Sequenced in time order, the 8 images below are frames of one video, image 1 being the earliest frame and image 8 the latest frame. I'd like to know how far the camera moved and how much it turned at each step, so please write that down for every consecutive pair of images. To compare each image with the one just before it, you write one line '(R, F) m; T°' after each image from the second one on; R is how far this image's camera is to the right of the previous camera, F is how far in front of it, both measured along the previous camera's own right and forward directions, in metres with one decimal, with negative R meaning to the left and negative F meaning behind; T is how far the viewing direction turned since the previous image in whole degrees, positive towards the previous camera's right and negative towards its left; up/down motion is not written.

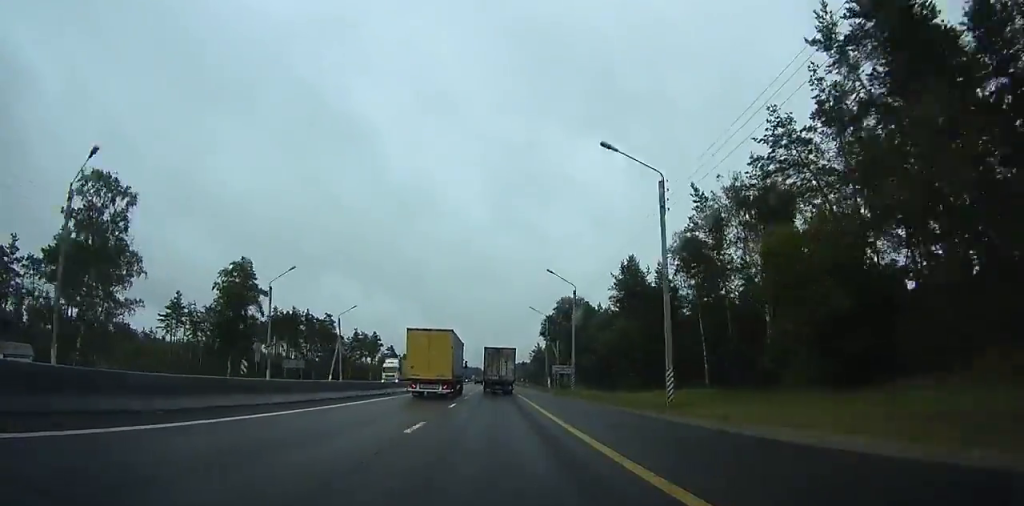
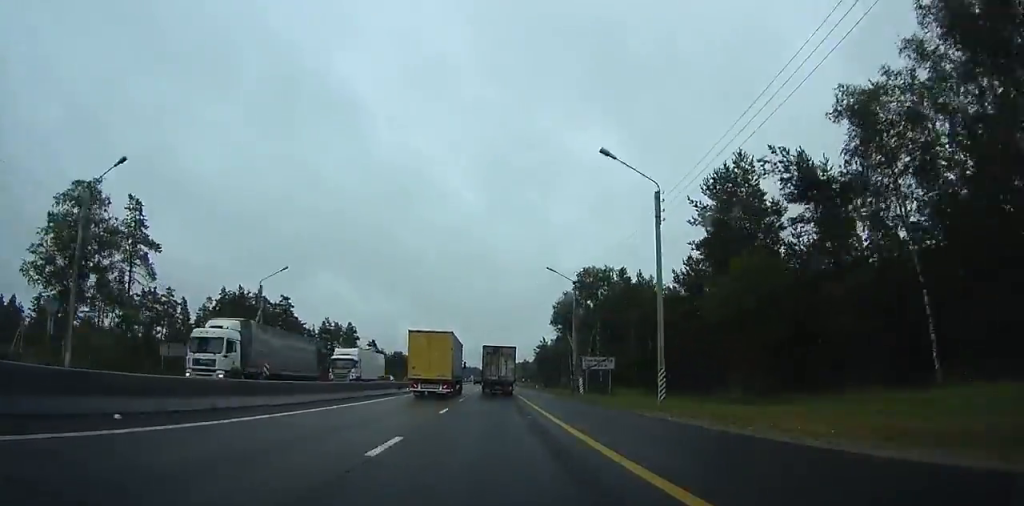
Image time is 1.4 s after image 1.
(-0.1, +27.7) m; 0°
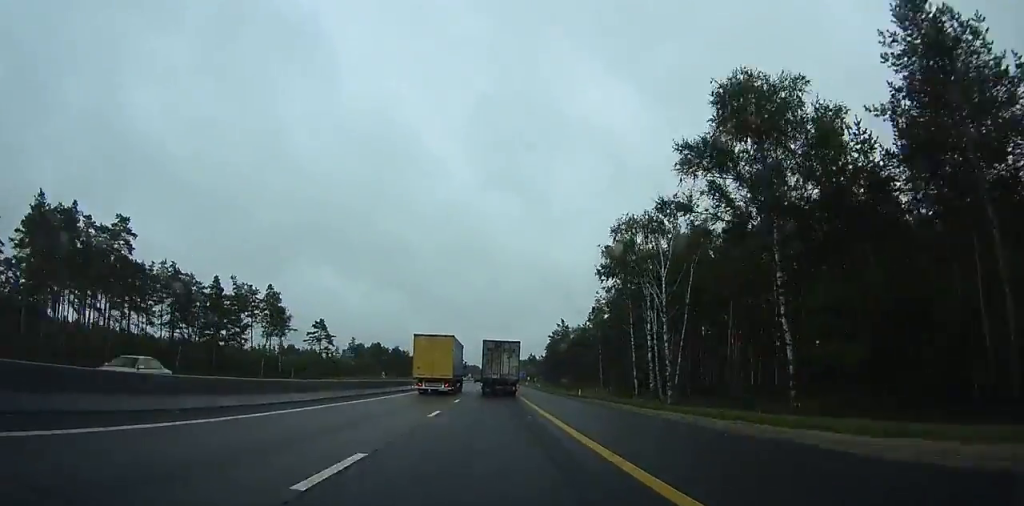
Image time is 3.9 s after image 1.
(-0.2, +51.0) m; 0°
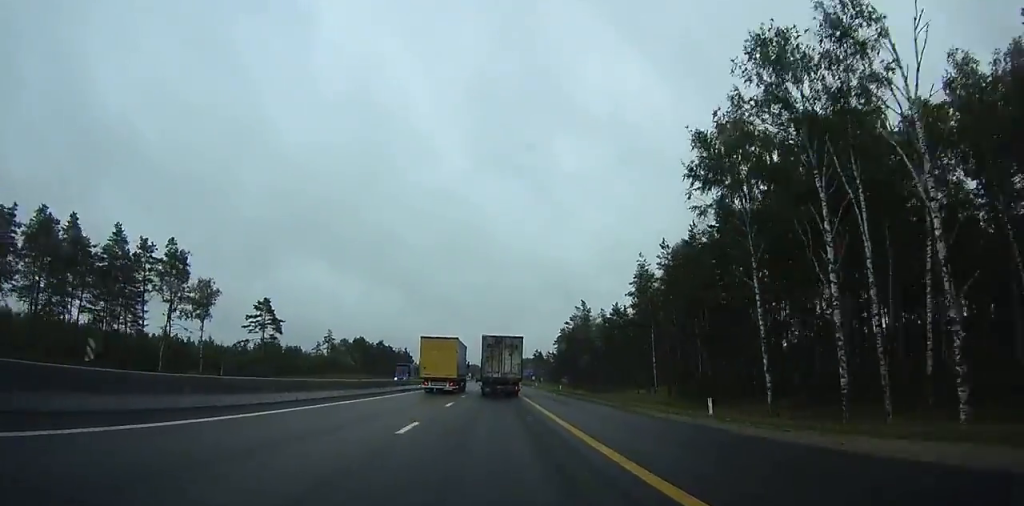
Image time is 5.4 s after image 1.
(+0.1, +29.8) m; 0°
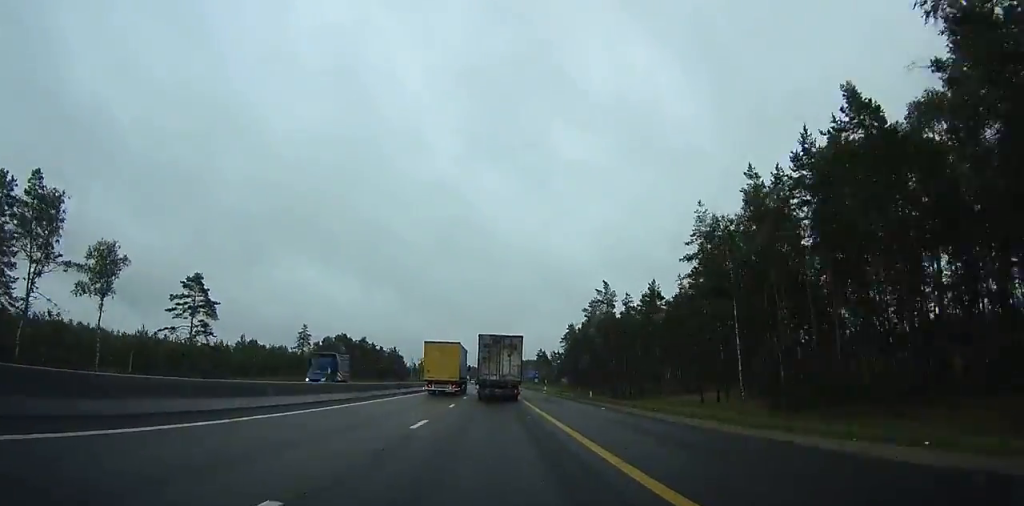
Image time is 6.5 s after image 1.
(0.0, +21.8) m; 0°
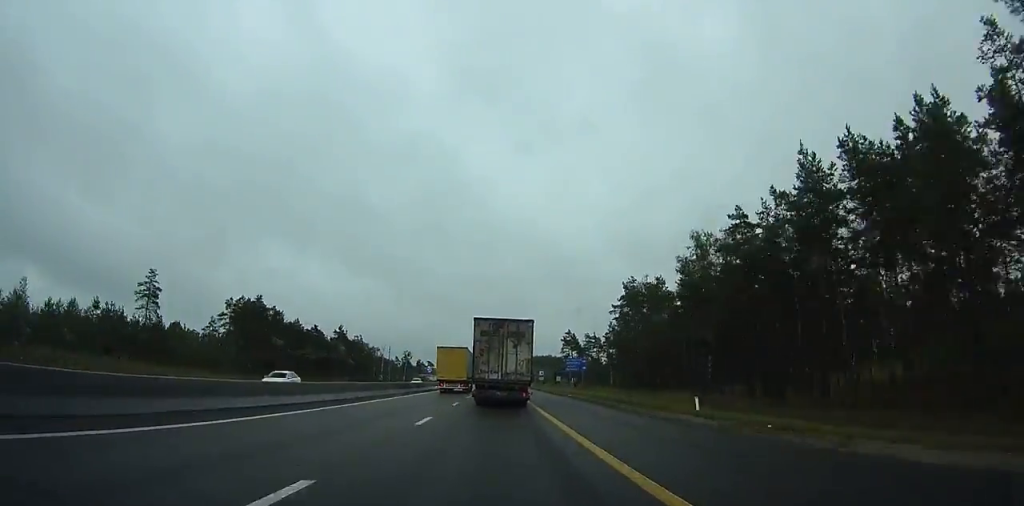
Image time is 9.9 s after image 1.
(+0.1, +70.0) m; 0°
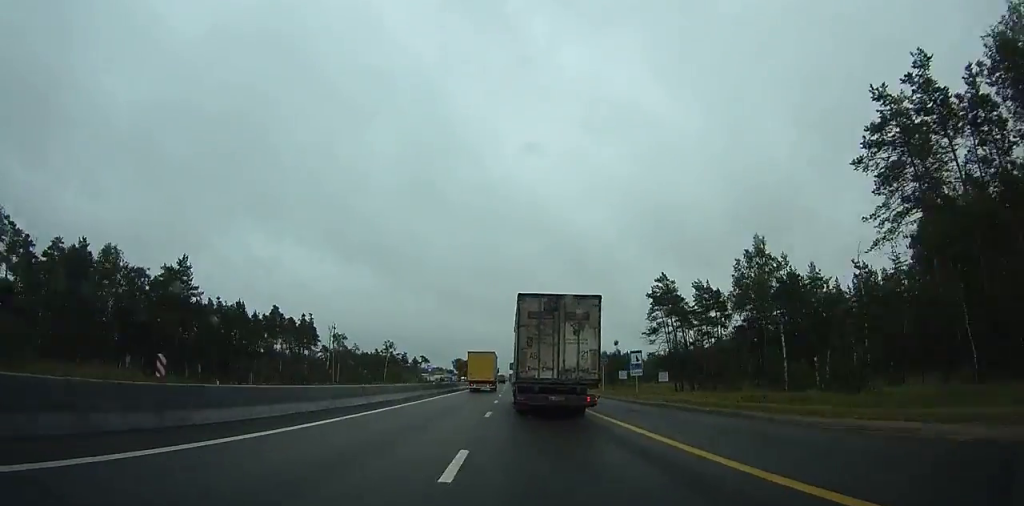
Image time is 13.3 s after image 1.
(-0.8, +63.8) m; -1°
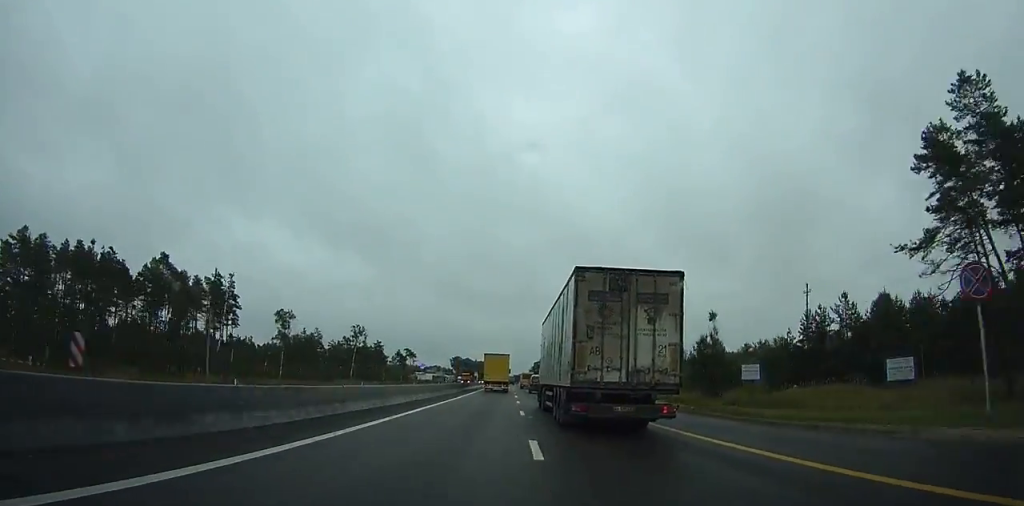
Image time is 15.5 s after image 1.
(-0.1, +39.5) m; 0°
